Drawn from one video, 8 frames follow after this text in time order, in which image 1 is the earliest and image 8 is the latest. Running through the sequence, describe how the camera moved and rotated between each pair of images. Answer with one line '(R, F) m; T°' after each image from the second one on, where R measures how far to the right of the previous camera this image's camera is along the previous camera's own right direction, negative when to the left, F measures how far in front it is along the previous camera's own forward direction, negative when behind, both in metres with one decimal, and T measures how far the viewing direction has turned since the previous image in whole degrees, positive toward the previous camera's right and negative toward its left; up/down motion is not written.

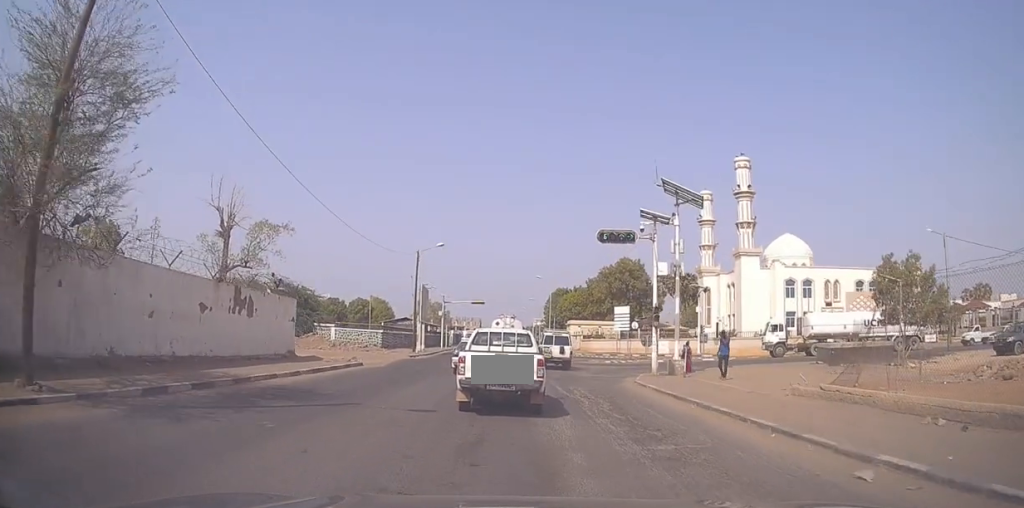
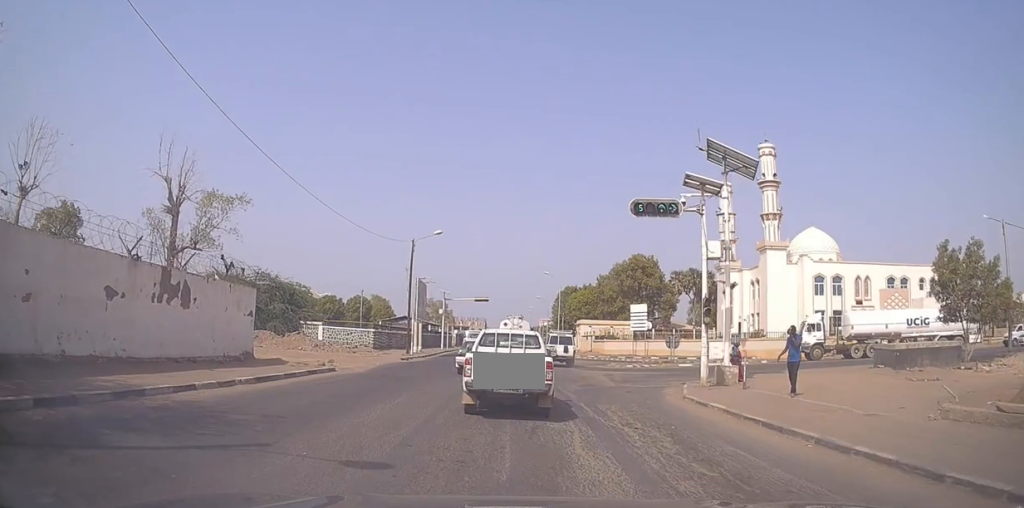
(-0.1, +5.5) m; 0°
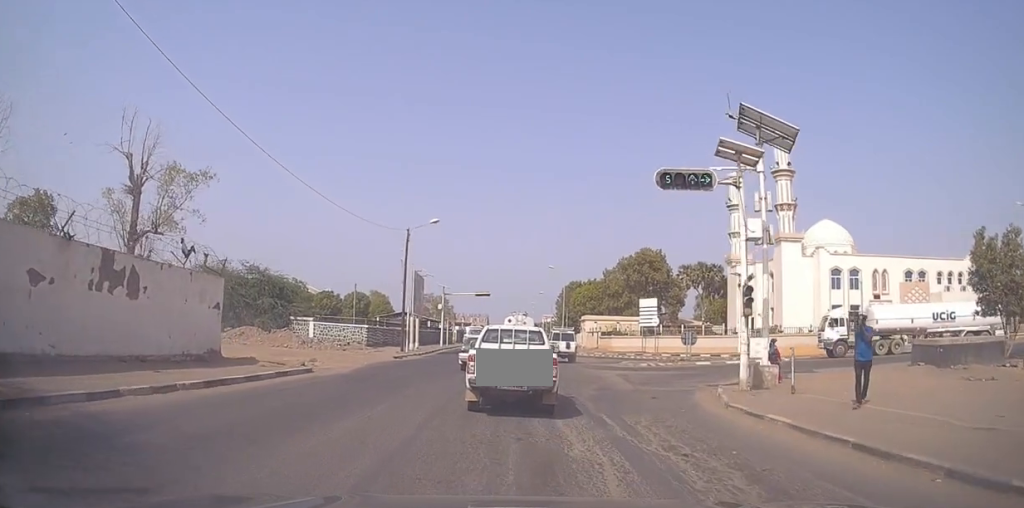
(0.0, +3.0) m; 0°
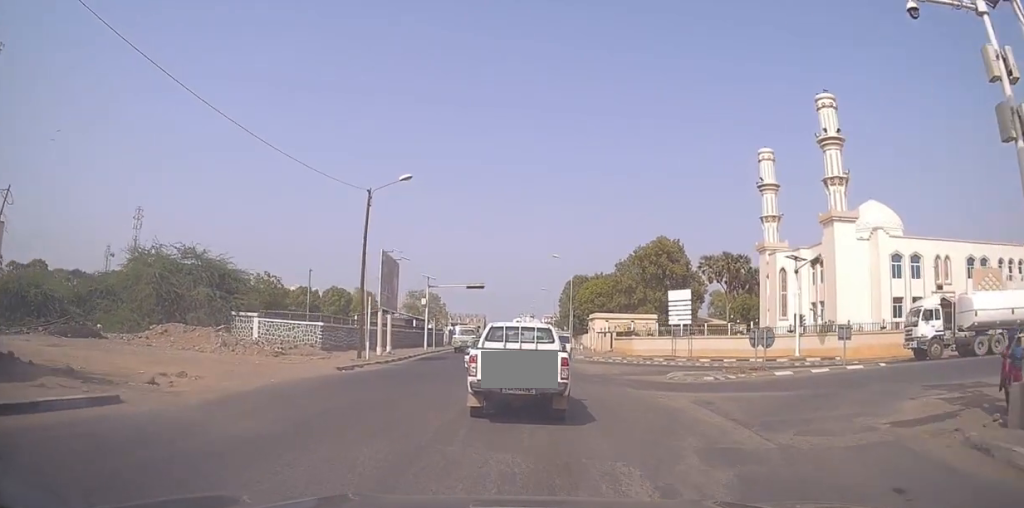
(-0.2, +10.4) m; -5°
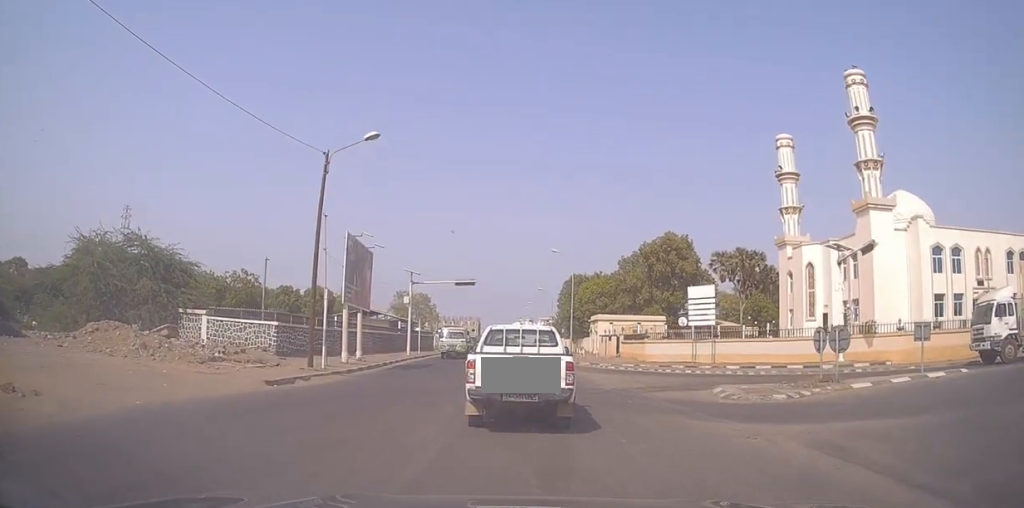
(-0.3, +6.4) m; +1°
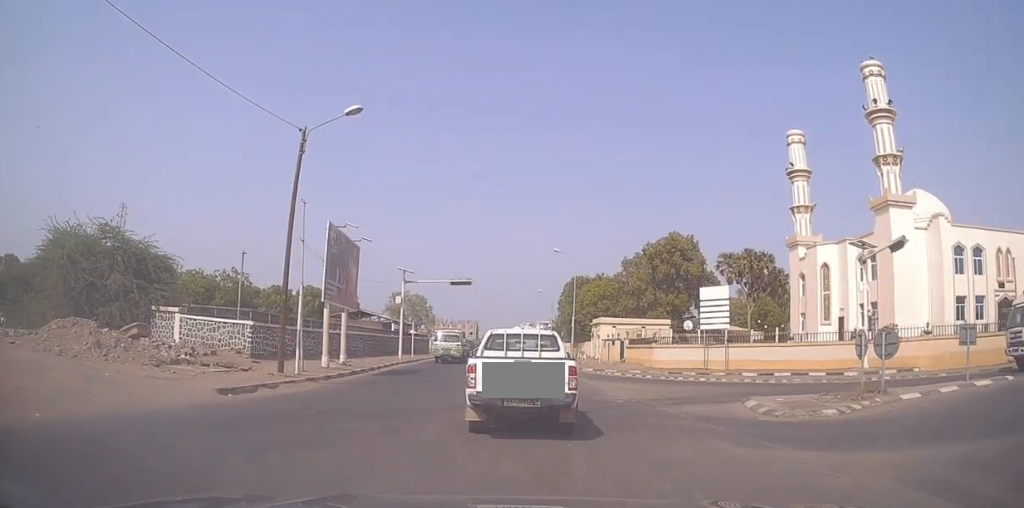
(+0.2, +2.8) m; +2°
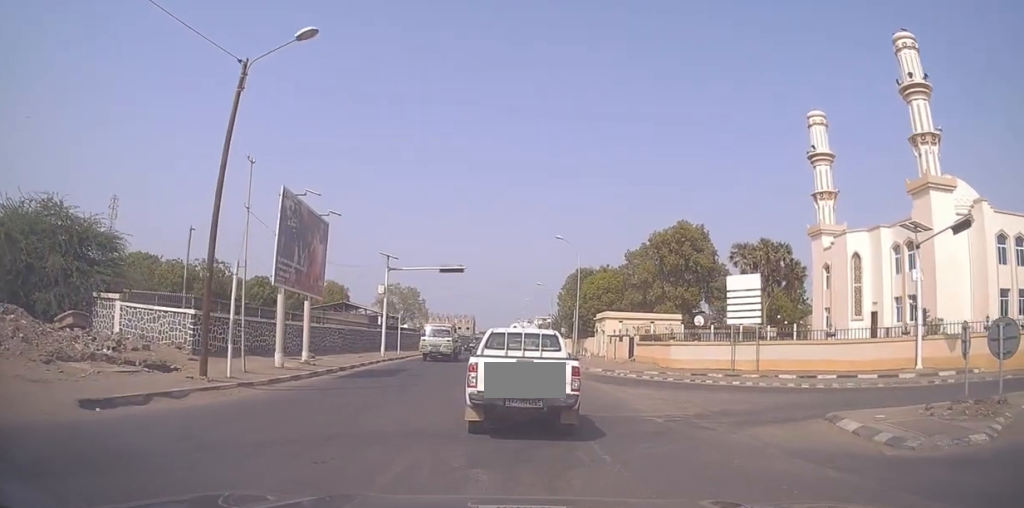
(+0.2, +5.2) m; +2°
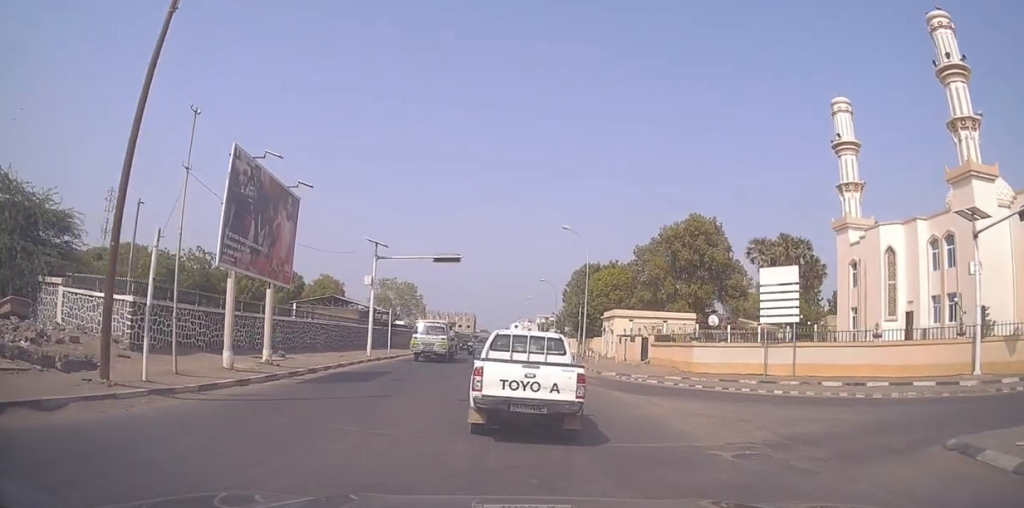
(0.0, +4.3) m; -1°
